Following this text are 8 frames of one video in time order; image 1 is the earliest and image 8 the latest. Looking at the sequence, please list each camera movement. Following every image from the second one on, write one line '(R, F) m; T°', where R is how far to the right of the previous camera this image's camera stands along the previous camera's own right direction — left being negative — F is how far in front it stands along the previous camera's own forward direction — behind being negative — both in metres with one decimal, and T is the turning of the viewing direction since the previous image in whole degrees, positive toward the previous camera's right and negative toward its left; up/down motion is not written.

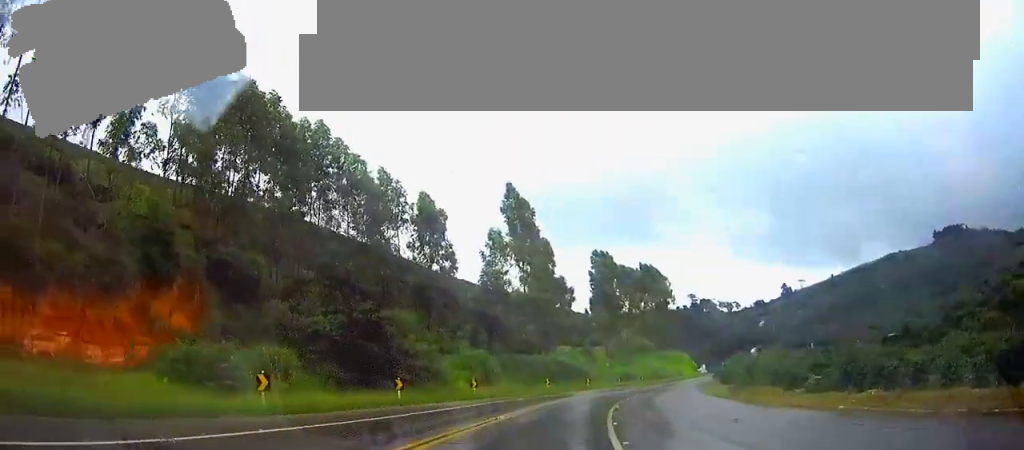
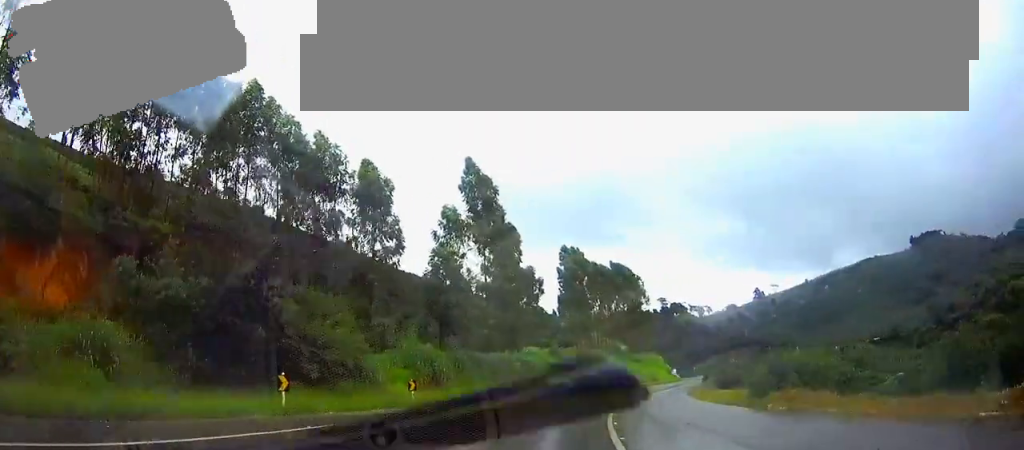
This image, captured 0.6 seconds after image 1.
(0.0, +12.4) m; 0°
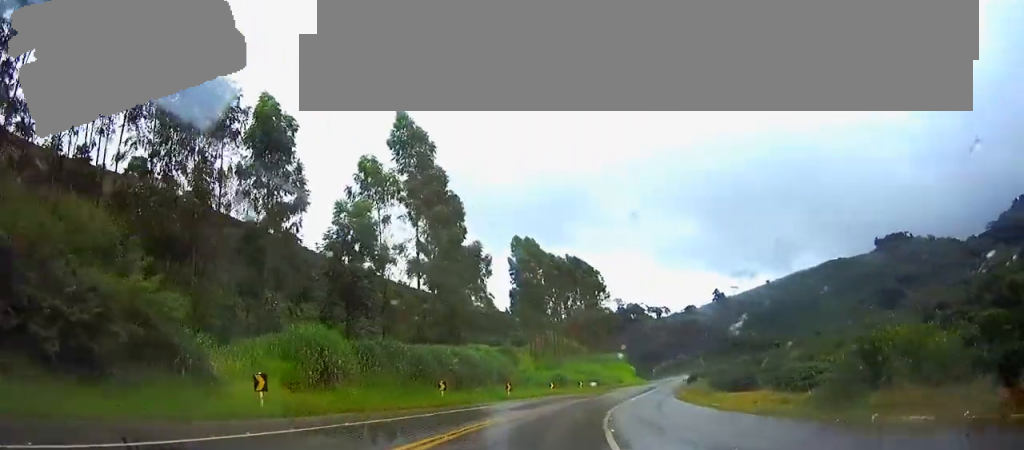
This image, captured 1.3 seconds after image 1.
(0.0, +16.1) m; 0°
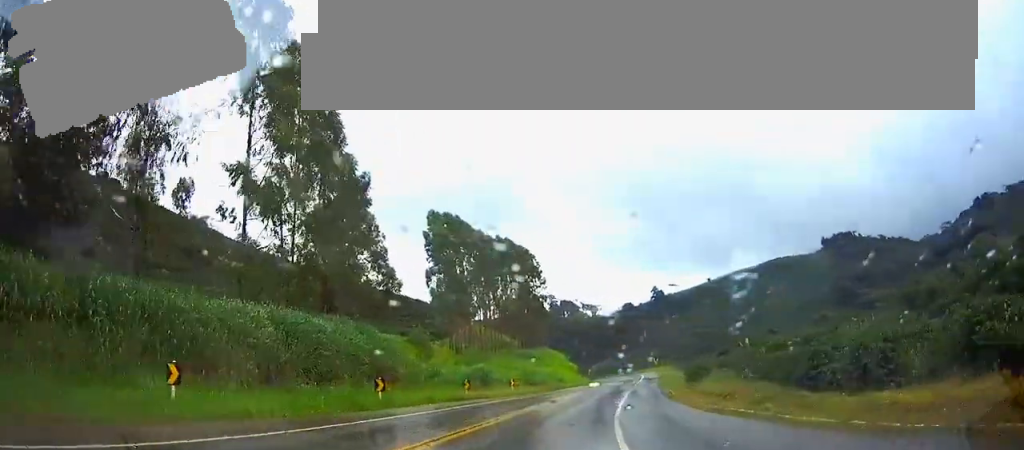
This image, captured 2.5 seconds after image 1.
(0.0, +26.6) m; 0°
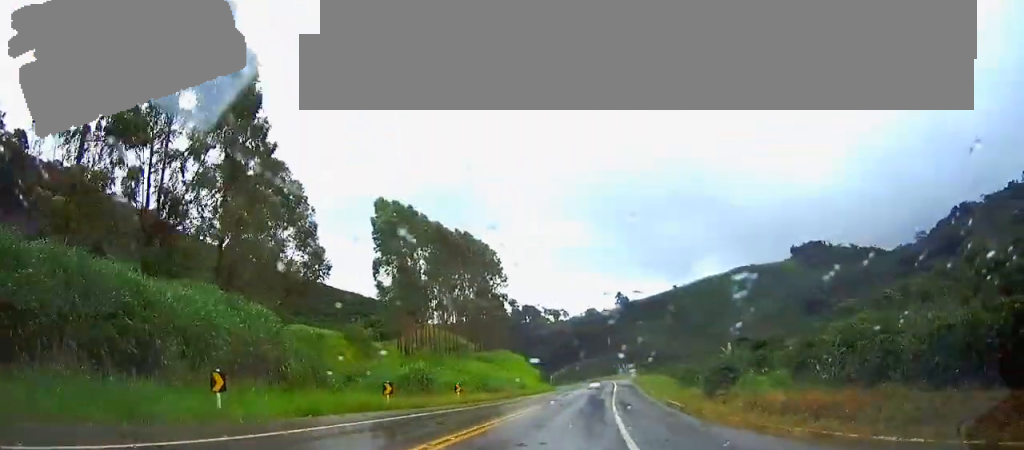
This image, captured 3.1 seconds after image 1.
(0.0, +13.5) m; 0°
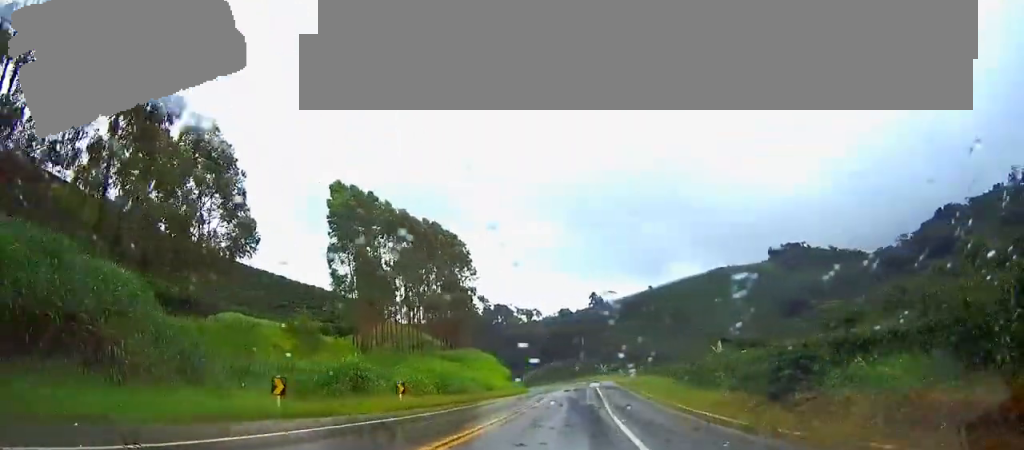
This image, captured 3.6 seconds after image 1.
(0.0, +11.3) m; +2°
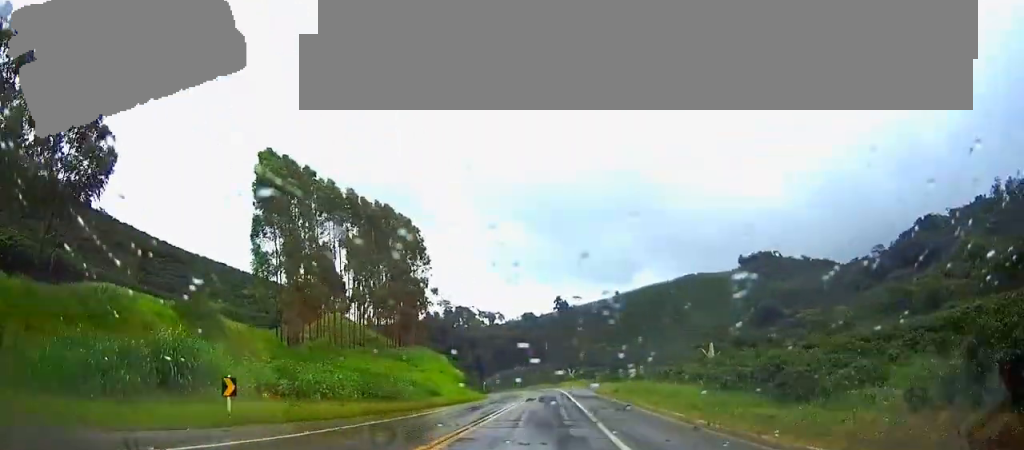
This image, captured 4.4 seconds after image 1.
(-0.3, +17.3) m; +5°
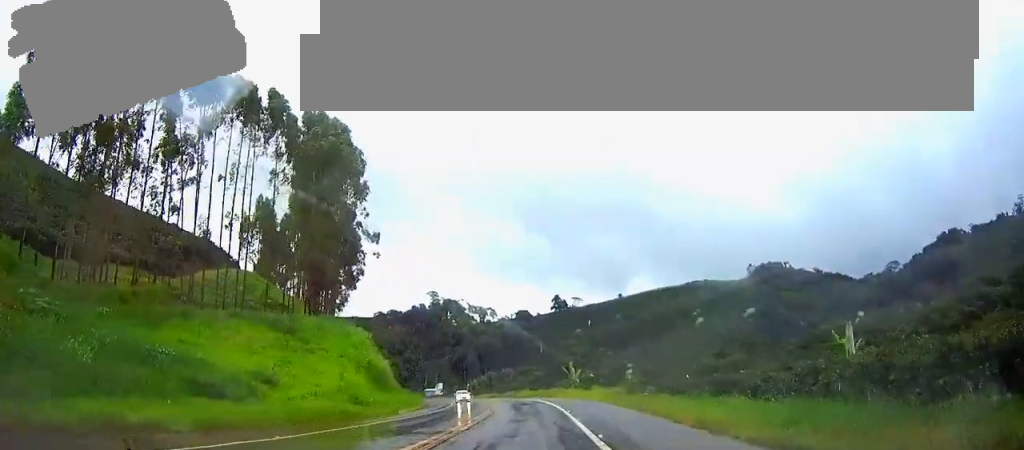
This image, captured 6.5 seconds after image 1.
(+2.2, +47.3) m; -1°
